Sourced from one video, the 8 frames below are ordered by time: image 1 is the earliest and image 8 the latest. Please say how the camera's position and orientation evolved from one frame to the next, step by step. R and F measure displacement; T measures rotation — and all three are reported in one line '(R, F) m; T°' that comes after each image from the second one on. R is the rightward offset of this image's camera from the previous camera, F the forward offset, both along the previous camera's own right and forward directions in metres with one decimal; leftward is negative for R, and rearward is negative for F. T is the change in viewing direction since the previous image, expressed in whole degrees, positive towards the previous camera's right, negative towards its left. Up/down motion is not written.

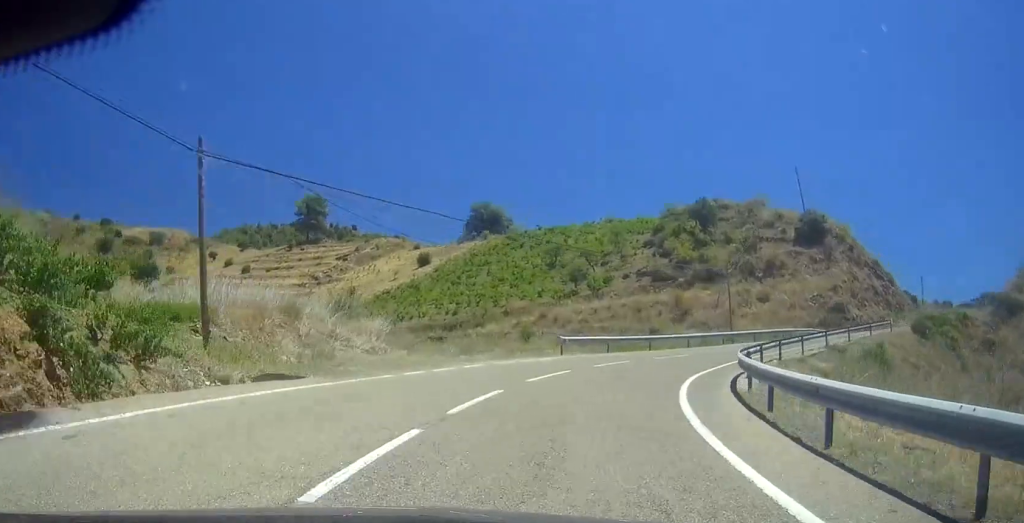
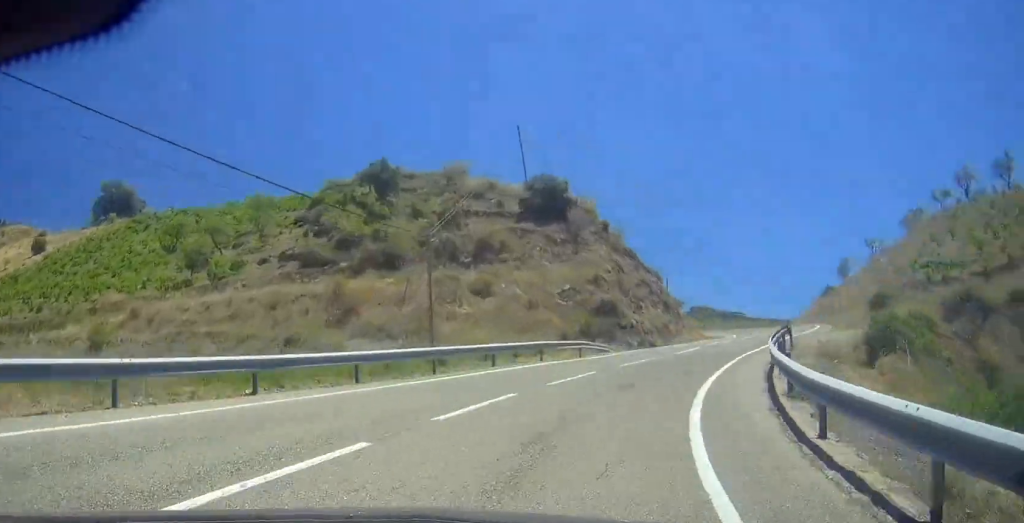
(+0.5, +24.5) m; +10°
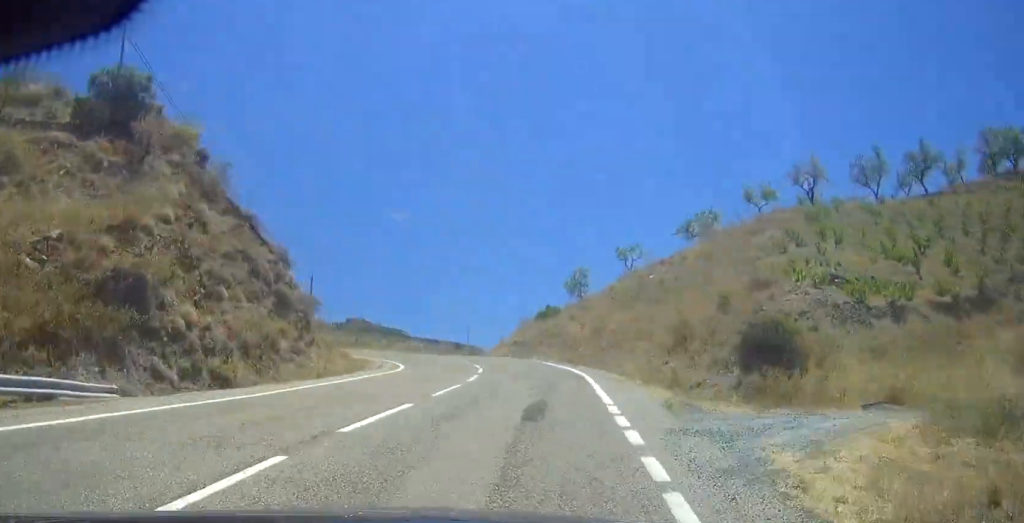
(+3.5, +23.5) m; -5°
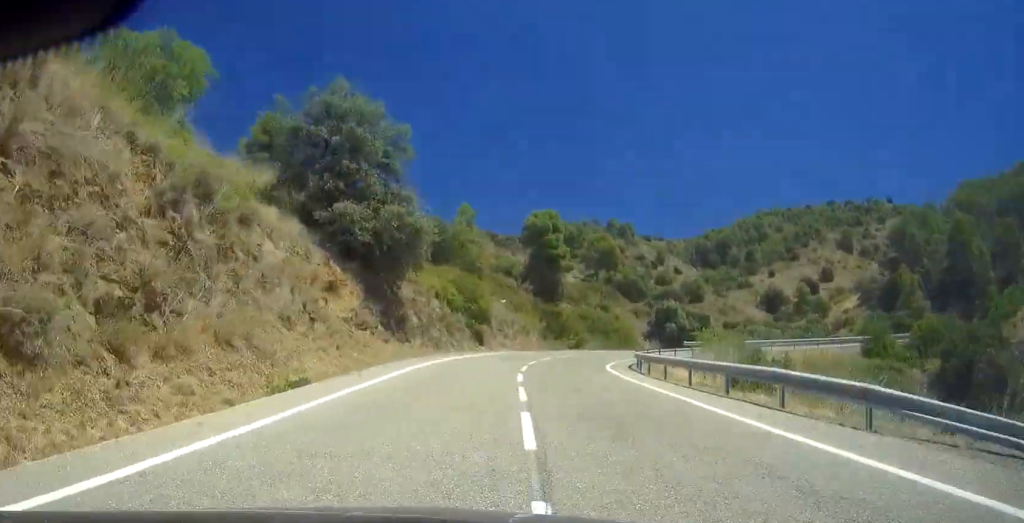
(-53.0, +83.5) m; -37°
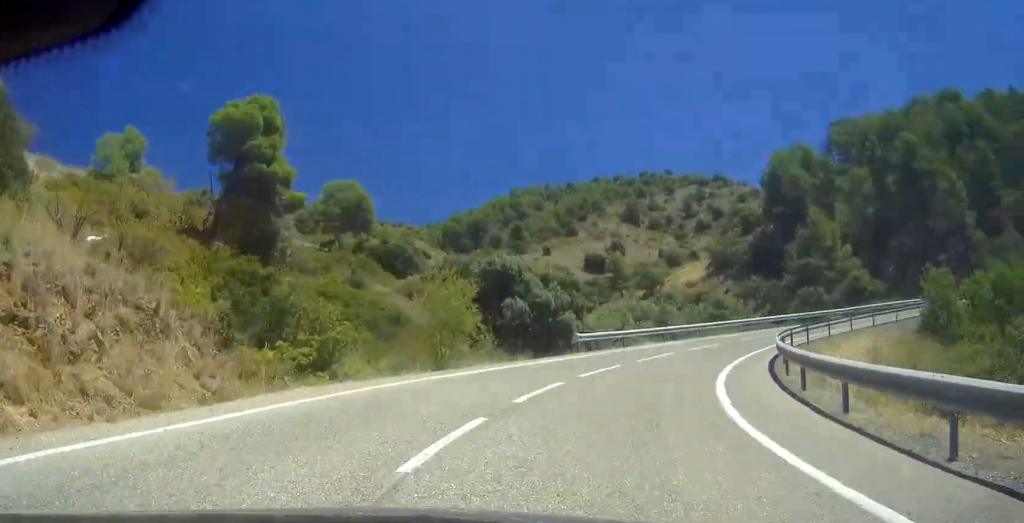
(+7.9, +38.5) m; +19°
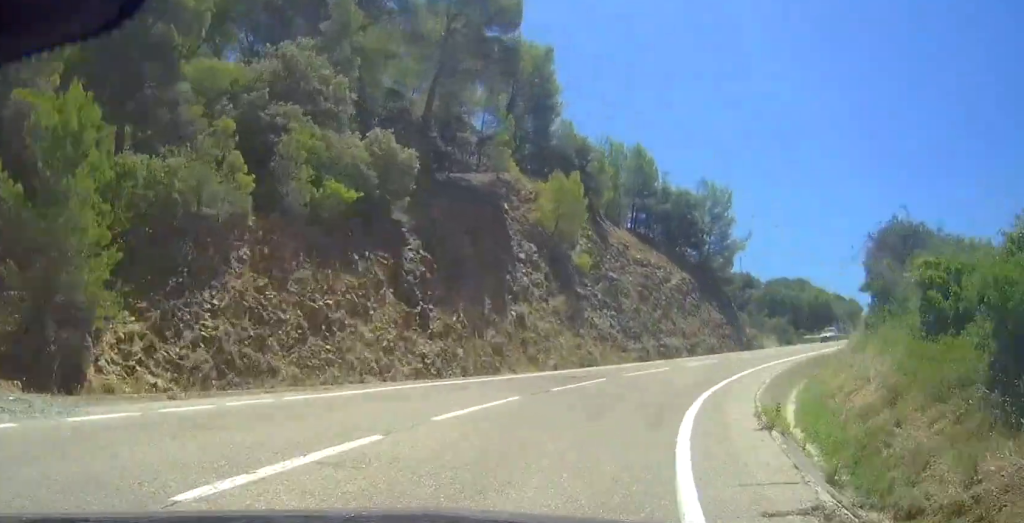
(+13.0, +56.9) m; +37°
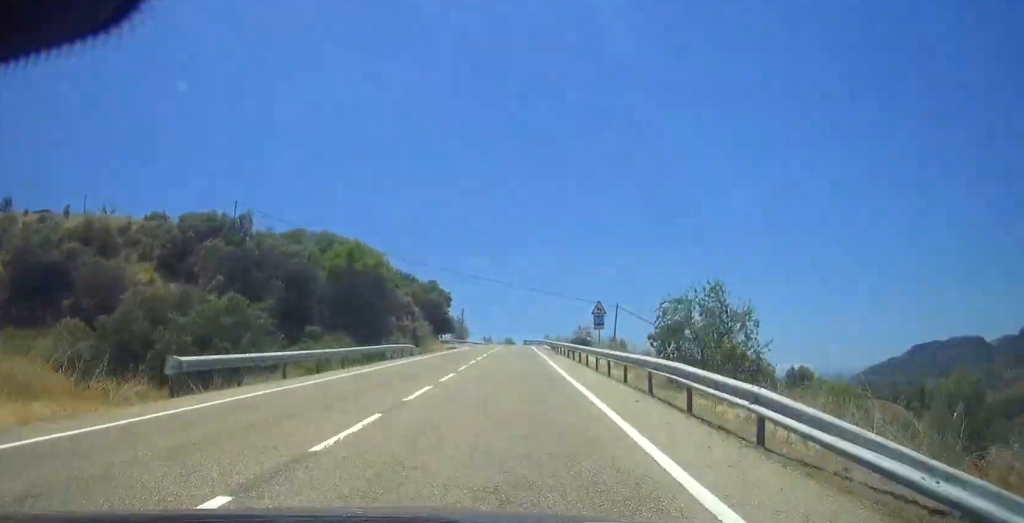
(+19.9, +48.8) m; +27°
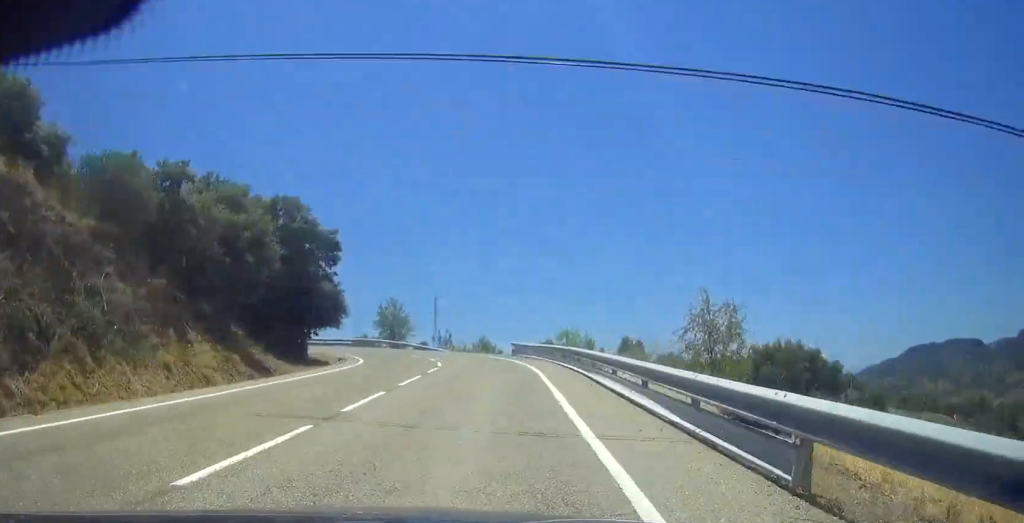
(+2.4, +46.6) m; -2°
